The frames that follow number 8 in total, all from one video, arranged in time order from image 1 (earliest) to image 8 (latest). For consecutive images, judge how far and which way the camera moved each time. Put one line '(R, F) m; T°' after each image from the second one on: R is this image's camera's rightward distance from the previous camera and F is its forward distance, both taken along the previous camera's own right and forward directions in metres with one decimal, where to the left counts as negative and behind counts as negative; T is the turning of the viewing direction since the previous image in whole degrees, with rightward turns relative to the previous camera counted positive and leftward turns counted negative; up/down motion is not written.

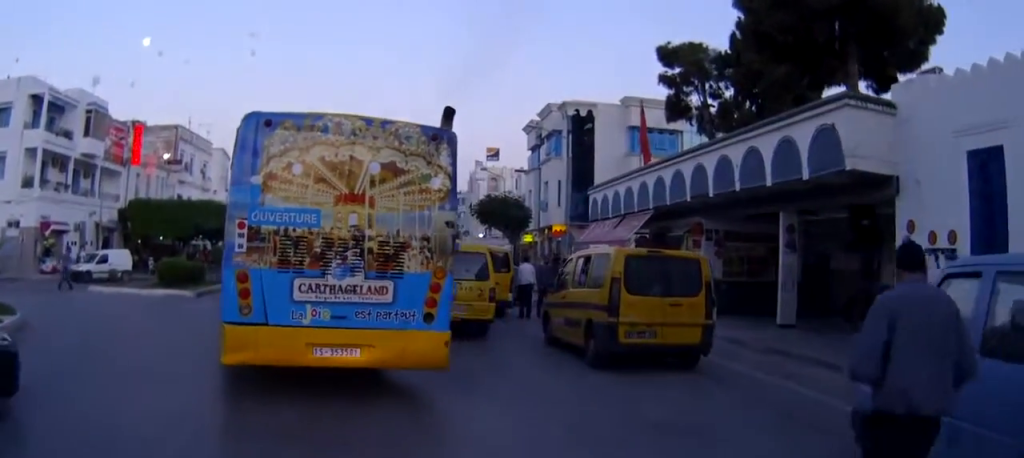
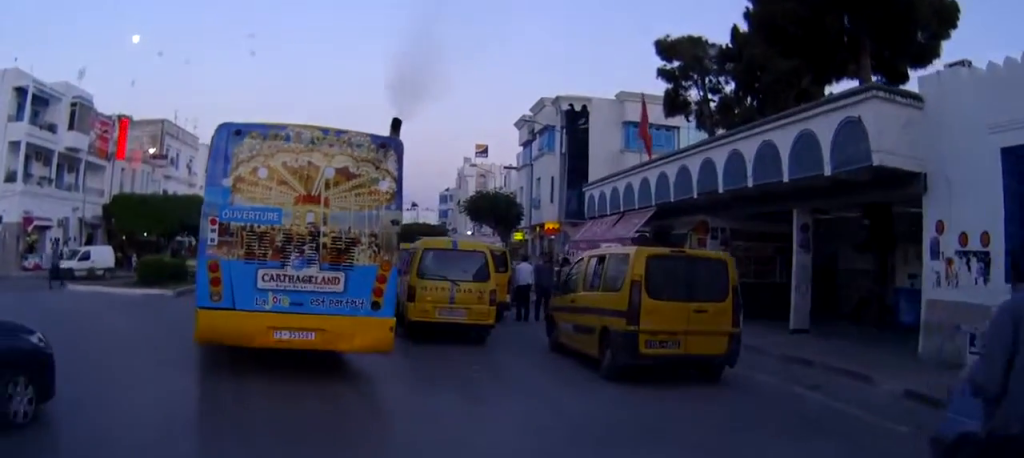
(+0.1, +1.2) m; +2°
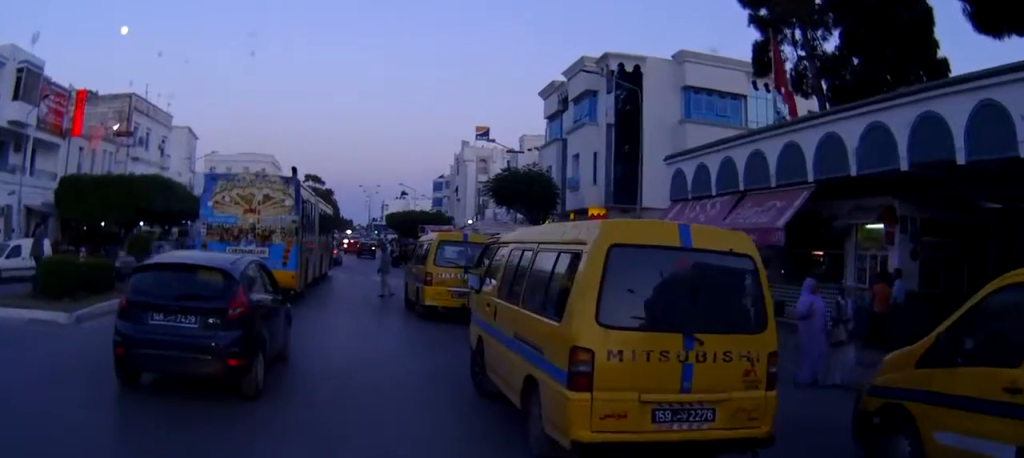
(+0.1, +8.4) m; -3°
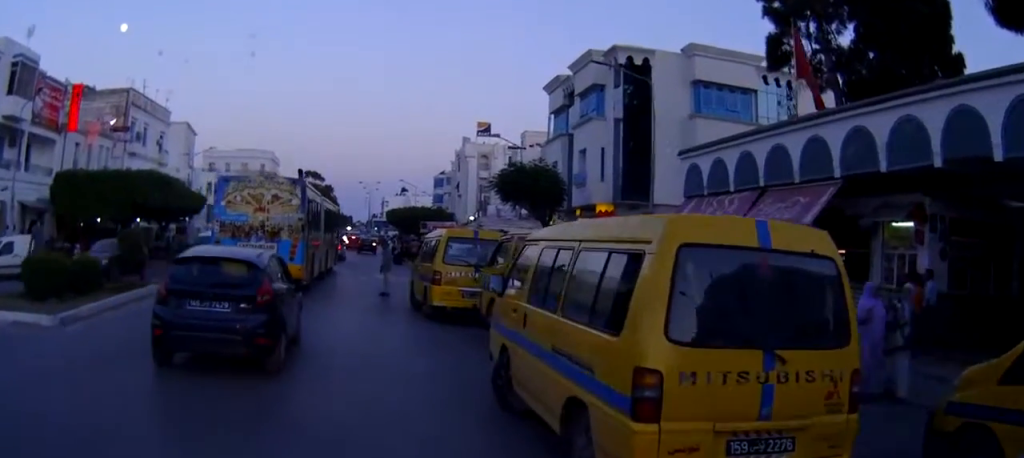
(0.0, +1.0) m; -1°
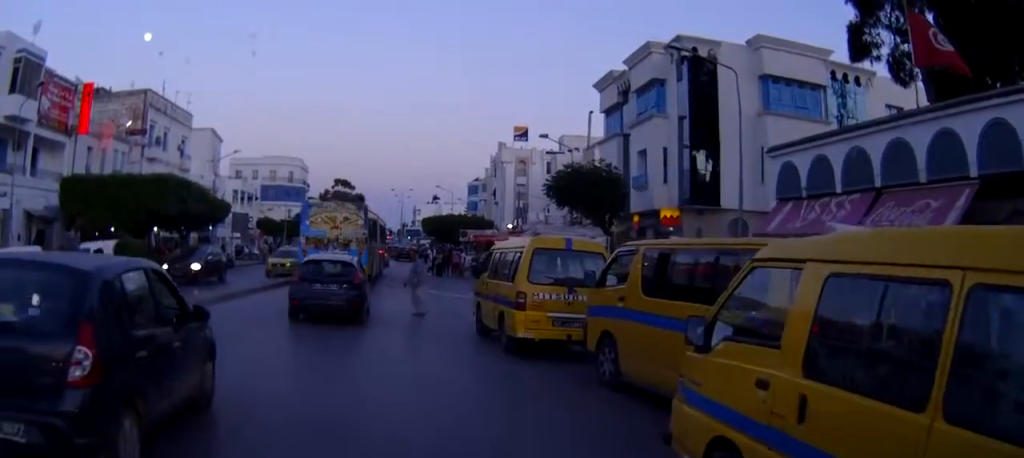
(-0.1, +3.7) m; +1°
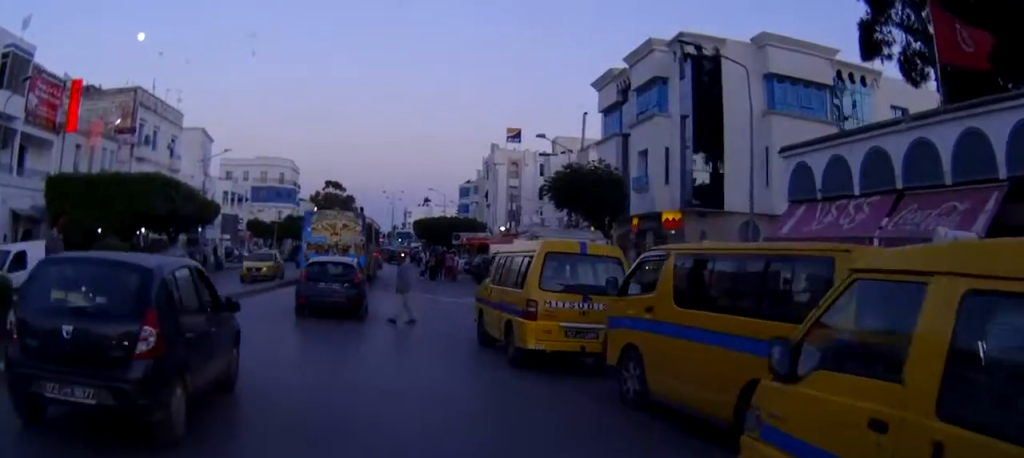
(0.0, +1.0) m; +2°
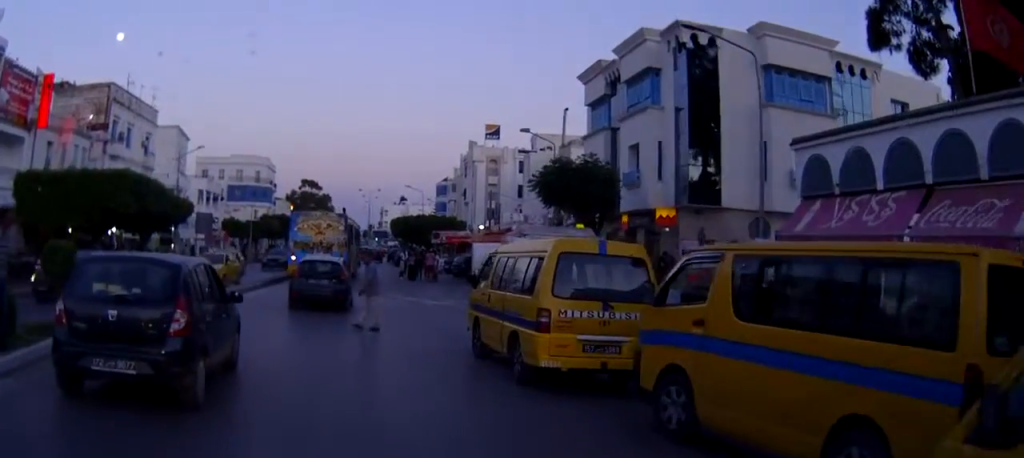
(+0.1, +1.6) m; +2°
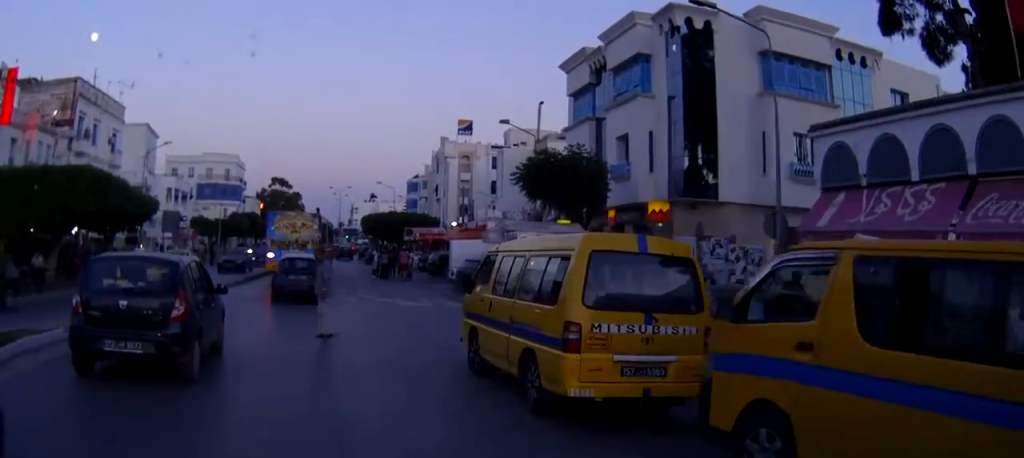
(0.0, +1.8) m; +2°
